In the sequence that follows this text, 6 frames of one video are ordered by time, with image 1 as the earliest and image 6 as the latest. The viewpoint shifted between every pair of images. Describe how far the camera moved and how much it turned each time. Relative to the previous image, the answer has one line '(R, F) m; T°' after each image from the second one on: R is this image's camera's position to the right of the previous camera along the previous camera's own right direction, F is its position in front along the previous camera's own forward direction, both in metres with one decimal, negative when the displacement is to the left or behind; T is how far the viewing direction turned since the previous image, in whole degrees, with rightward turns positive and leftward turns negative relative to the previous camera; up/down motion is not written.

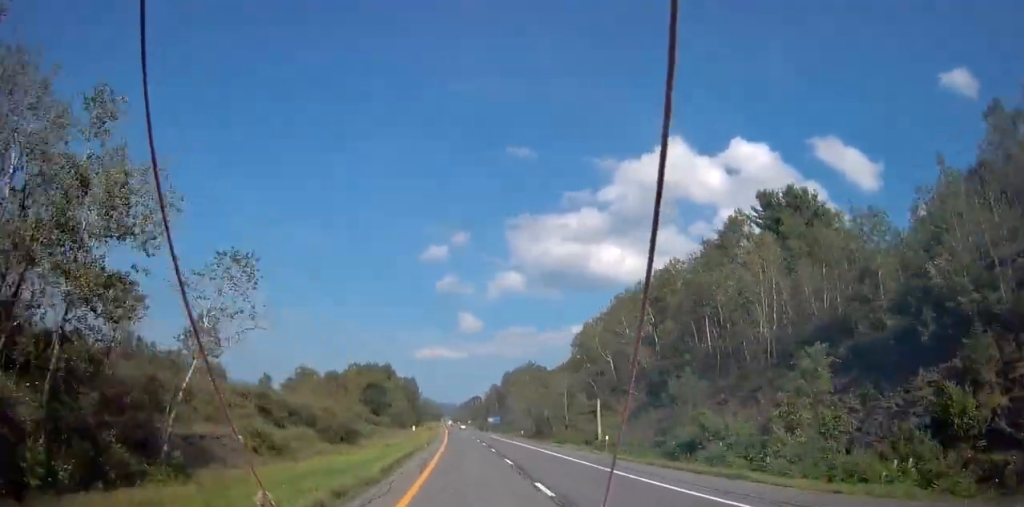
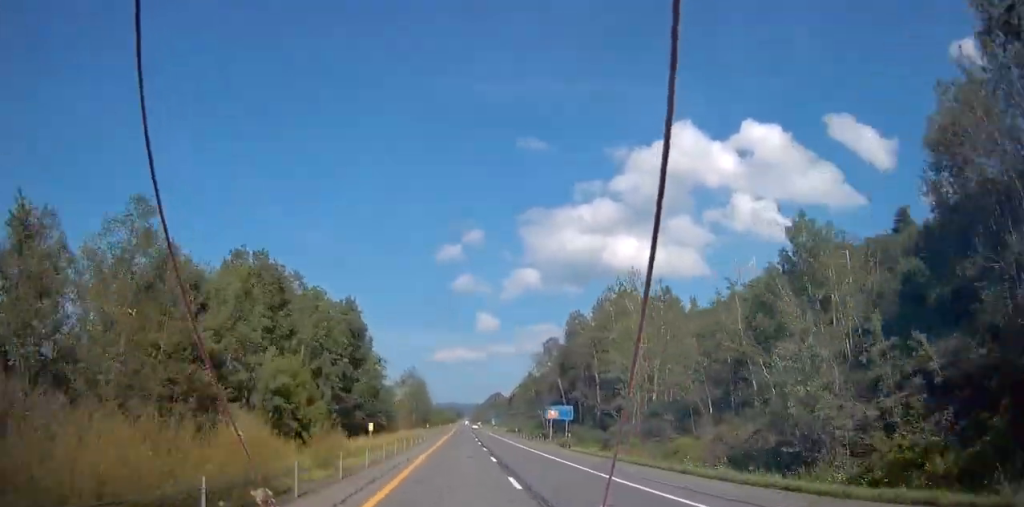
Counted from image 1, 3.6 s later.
(-2.2, +108.4) m; -1°
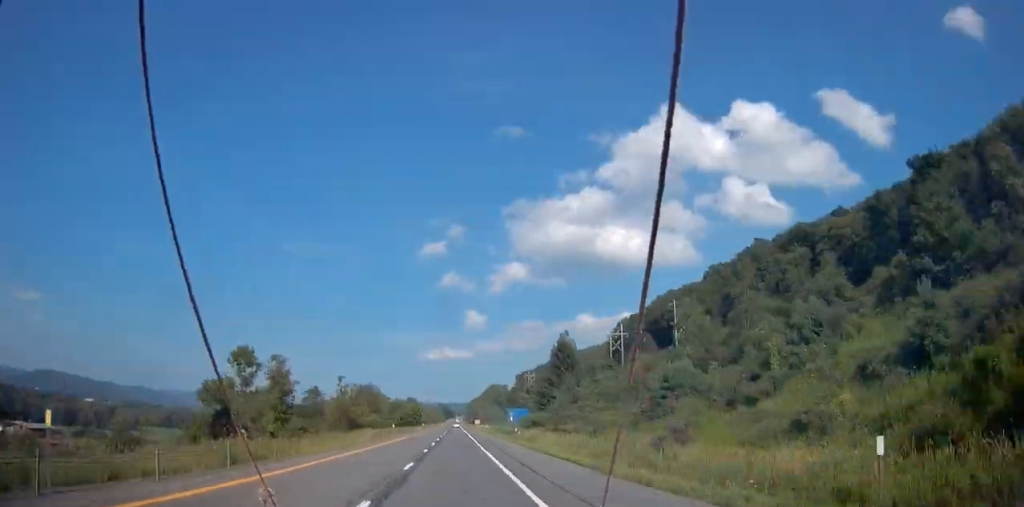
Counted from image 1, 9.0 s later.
(-0.5, +163.3) m; 0°
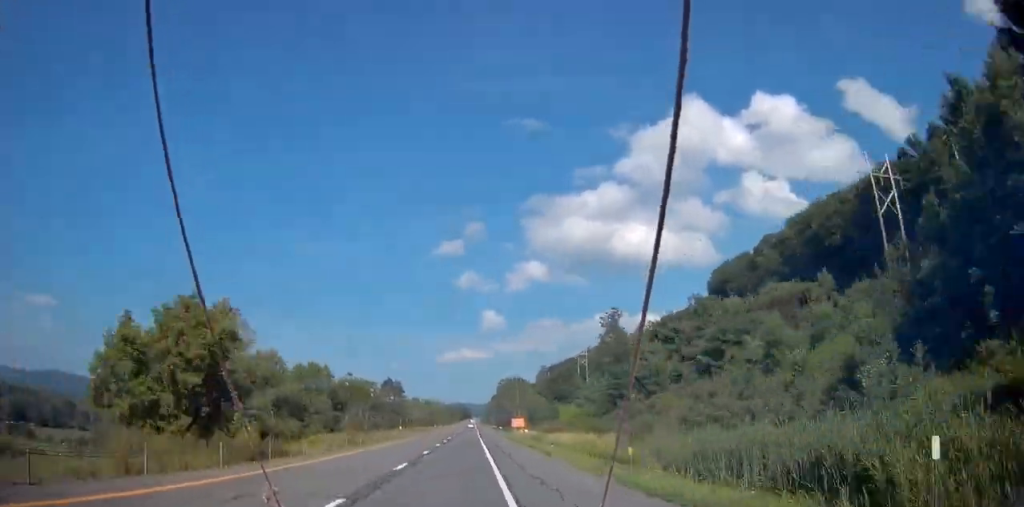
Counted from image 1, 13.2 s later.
(-0.7, +122.7) m; -1°
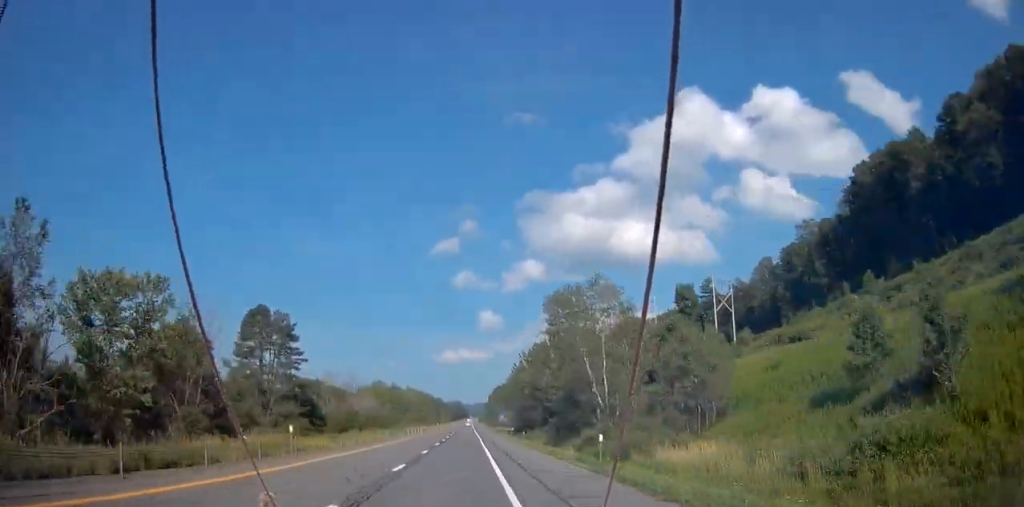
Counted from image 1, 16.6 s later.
(-0.3, +99.4) m; 0°
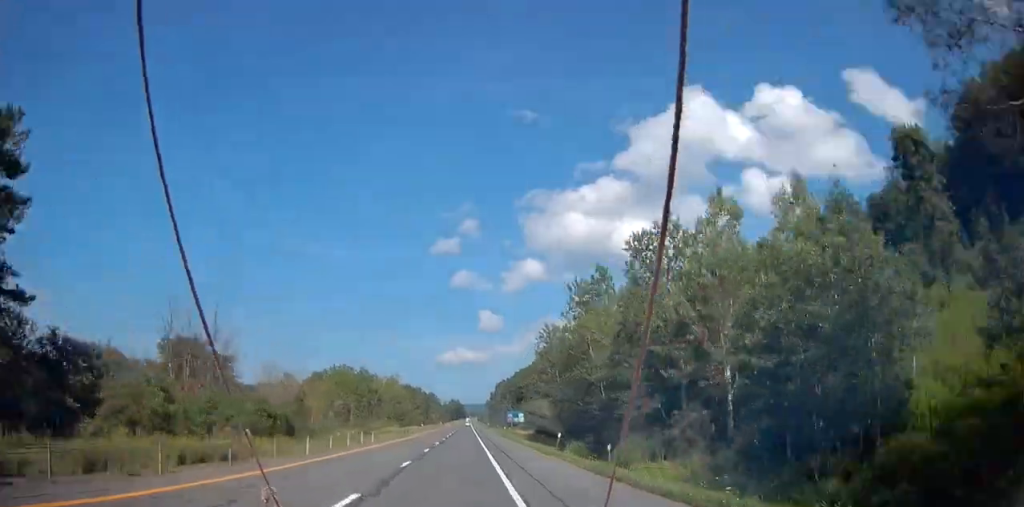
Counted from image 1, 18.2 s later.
(0.0, +46.0) m; 0°
